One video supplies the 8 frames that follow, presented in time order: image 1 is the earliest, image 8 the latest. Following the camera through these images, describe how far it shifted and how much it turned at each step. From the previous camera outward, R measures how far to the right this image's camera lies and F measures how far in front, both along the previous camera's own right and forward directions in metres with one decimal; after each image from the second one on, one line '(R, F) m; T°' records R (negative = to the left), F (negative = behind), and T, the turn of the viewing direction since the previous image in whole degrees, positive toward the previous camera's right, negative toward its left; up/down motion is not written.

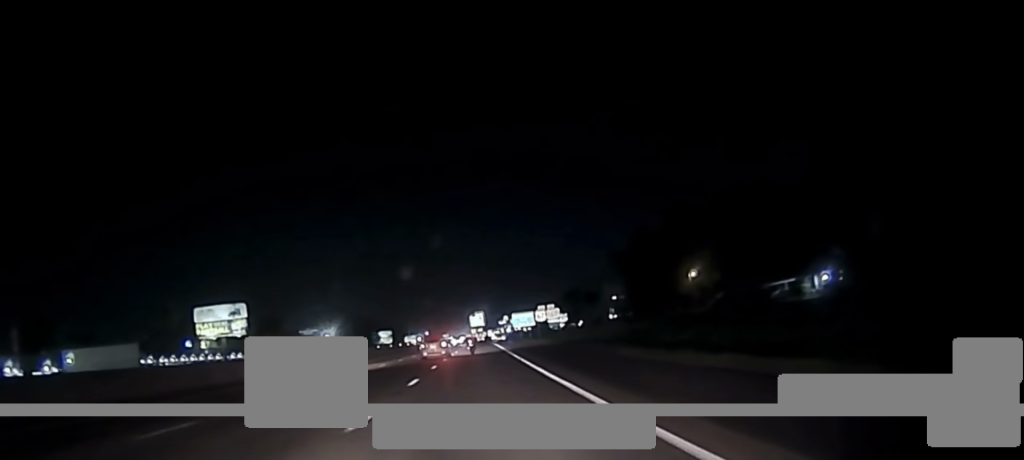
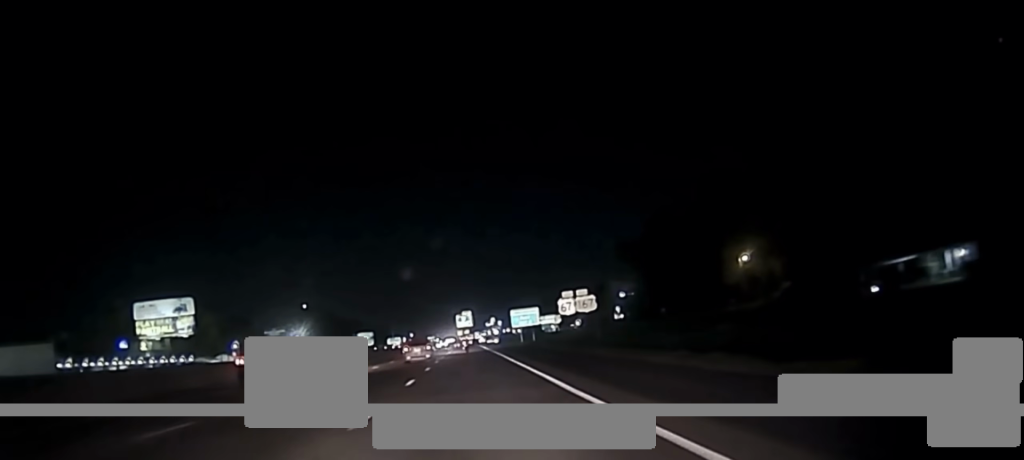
(0.0, +34.3) m; 0°
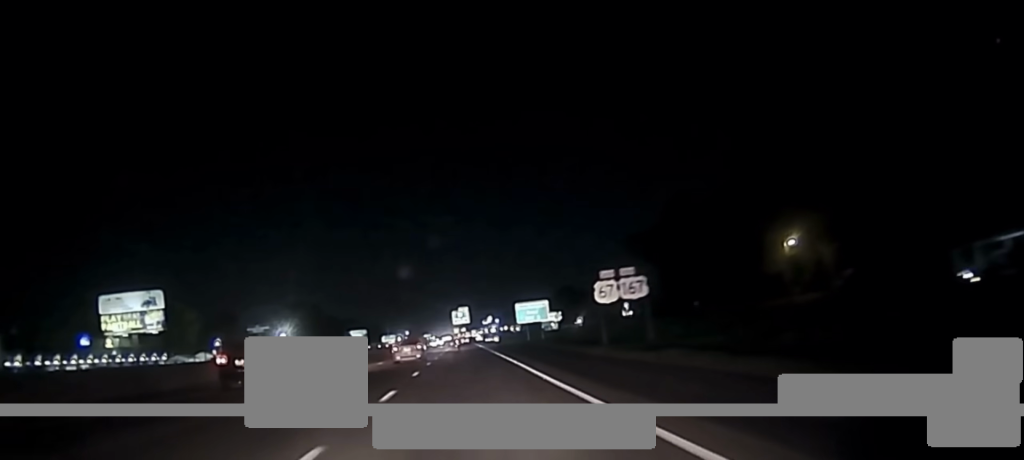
(0.0, +19.6) m; 0°
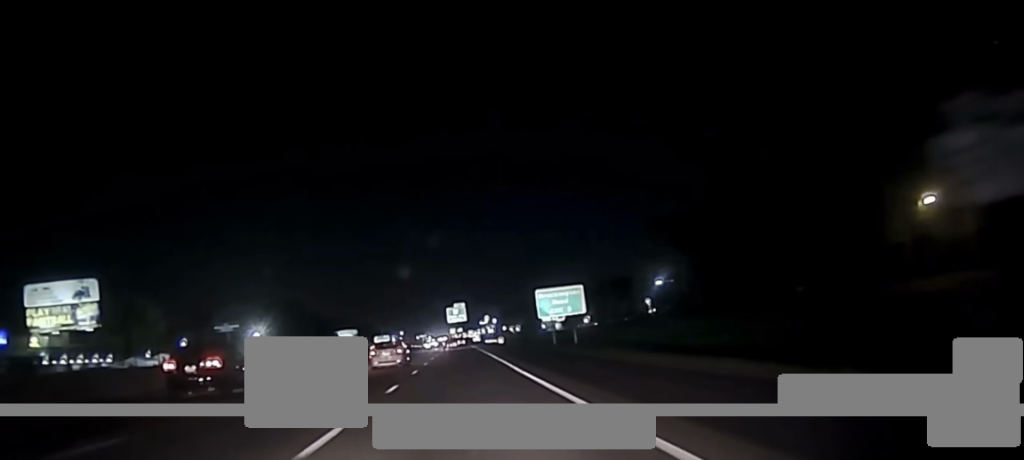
(+0.1, +34.2) m; 0°
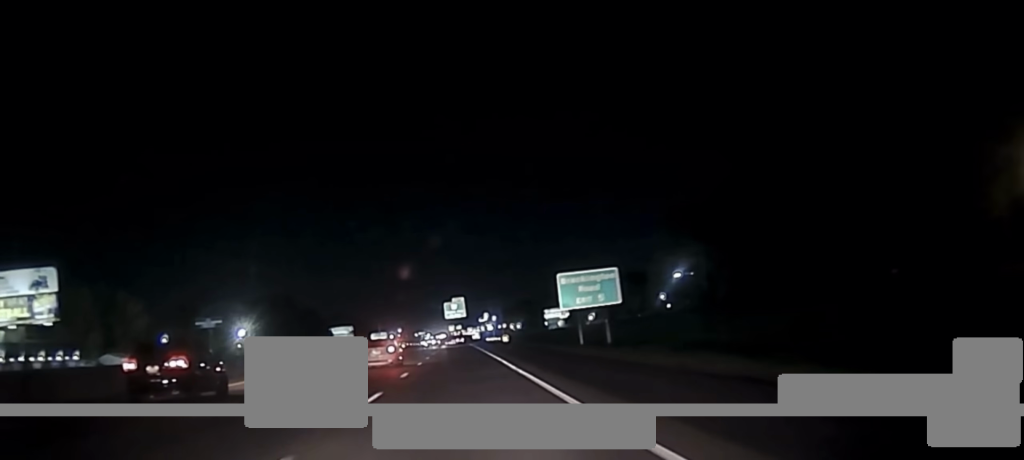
(0.0, +17.2) m; 0°
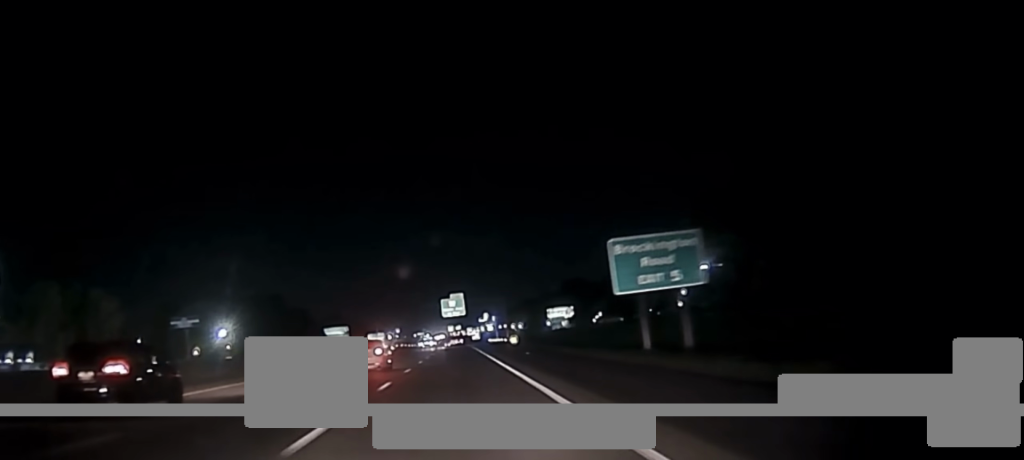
(0.0, +21.1) m; 0°
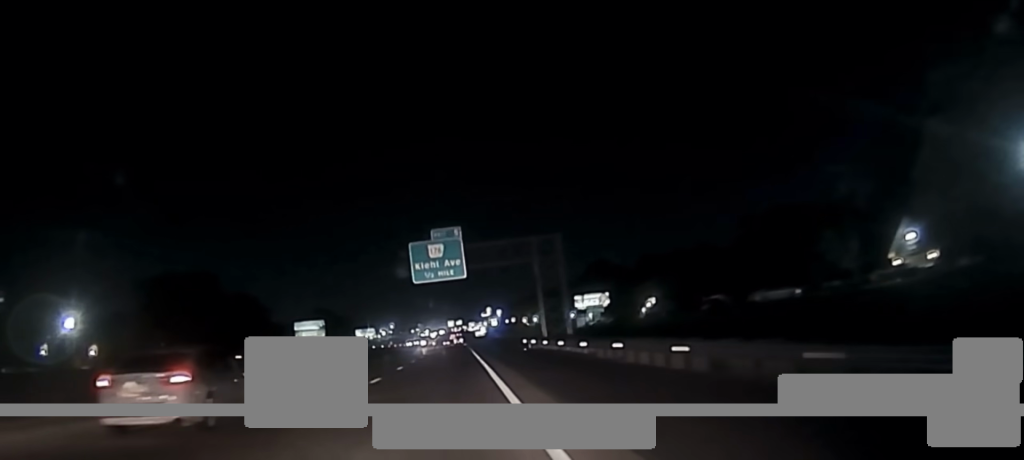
(-0.3, +98.9) m; 0°
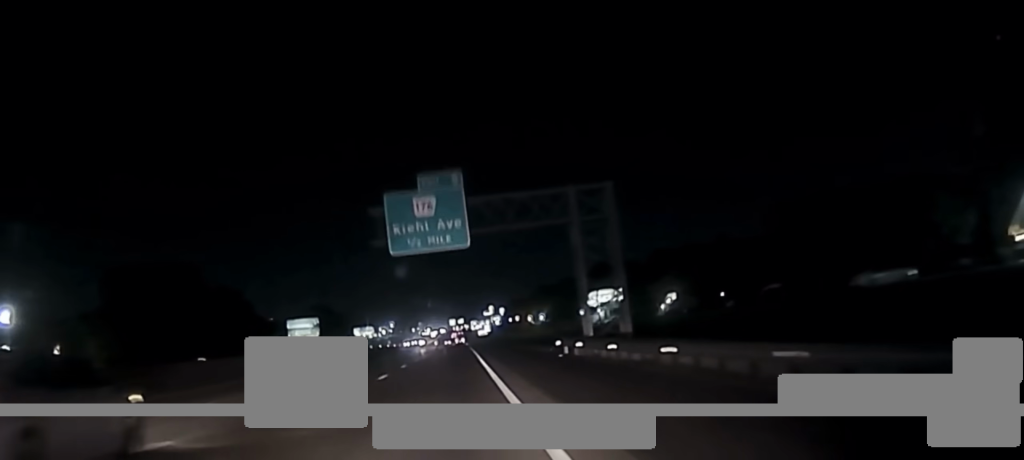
(0.0, +20.9) m; 0°
